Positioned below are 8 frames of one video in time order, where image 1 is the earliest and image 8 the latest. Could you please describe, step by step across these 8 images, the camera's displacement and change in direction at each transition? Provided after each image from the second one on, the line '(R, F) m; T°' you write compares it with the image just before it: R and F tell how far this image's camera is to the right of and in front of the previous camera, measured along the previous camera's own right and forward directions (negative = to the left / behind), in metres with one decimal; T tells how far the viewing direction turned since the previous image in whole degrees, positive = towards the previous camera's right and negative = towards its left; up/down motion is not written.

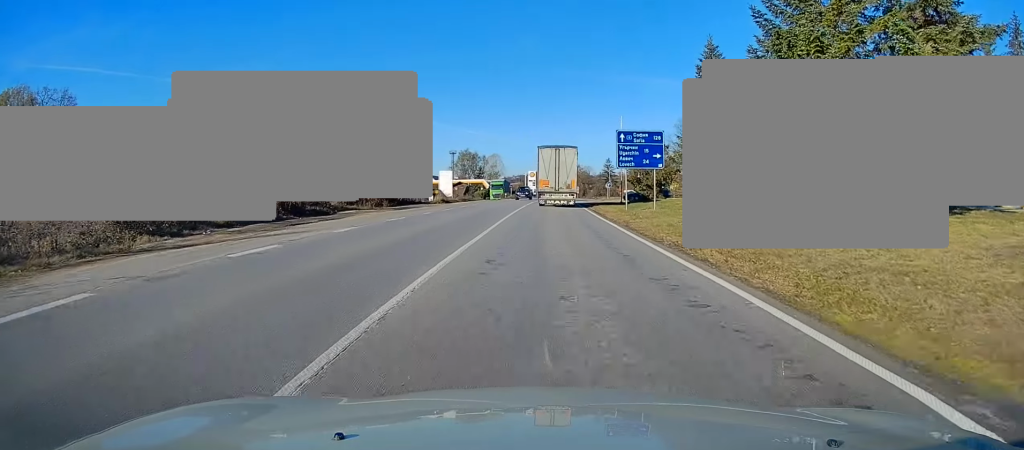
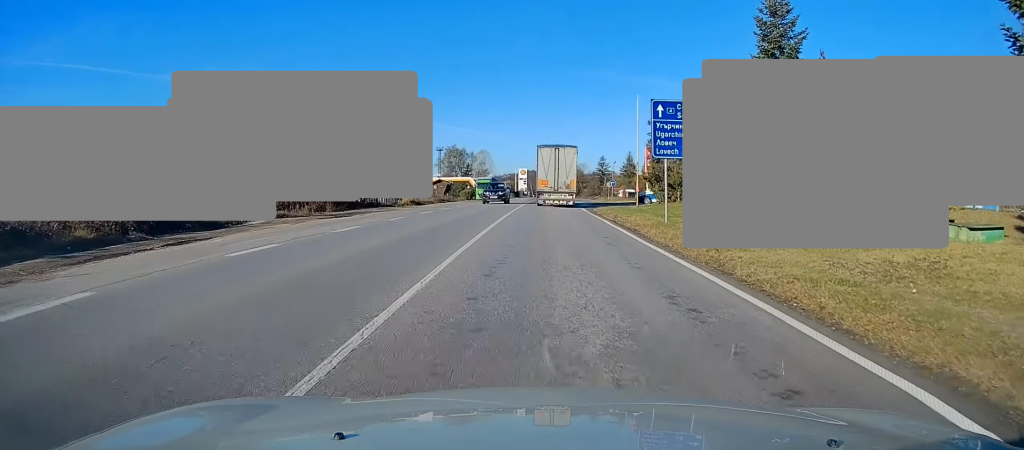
(+0.2, +12.1) m; +2°
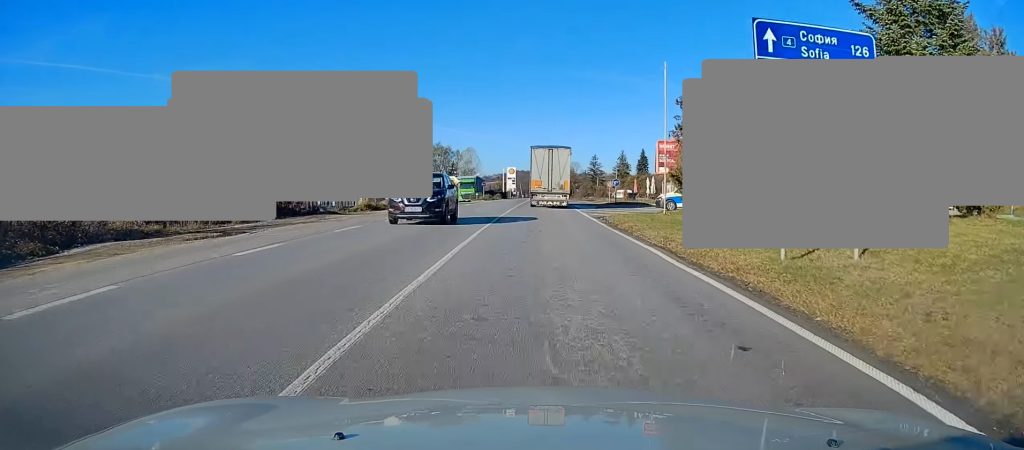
(+0.3, +11.3) m; +2°
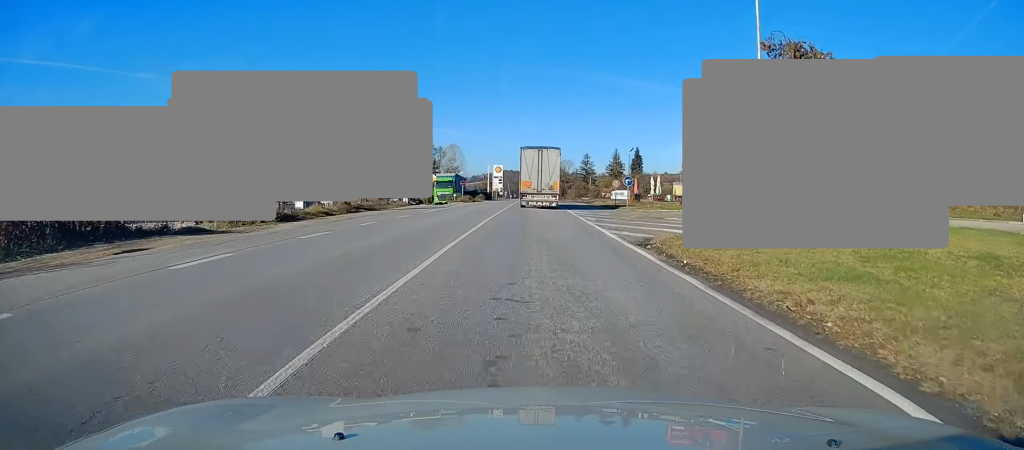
(+0.1, +13.7) m; +1°
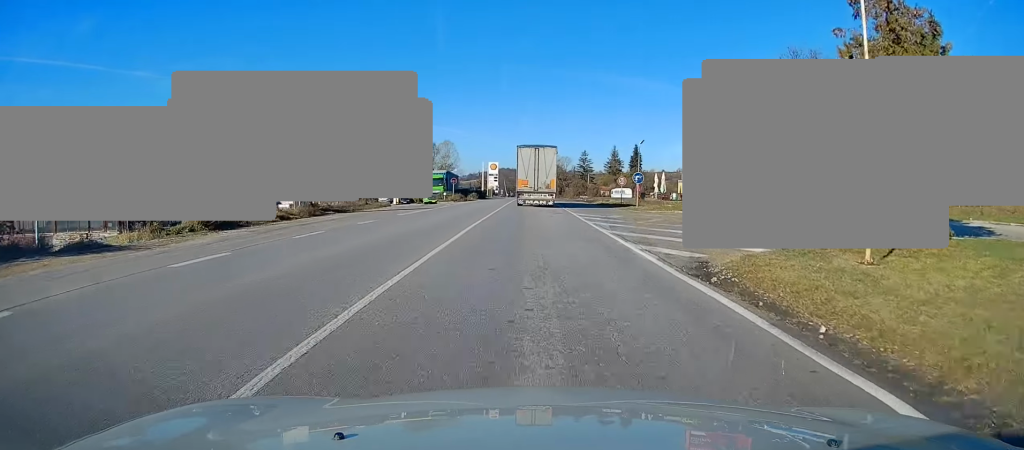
(+0.2, +5.7) m; 0°
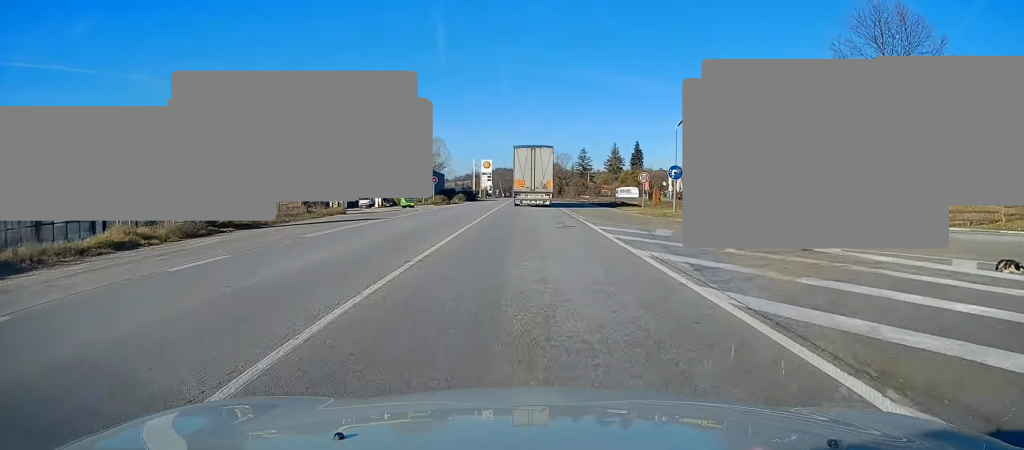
(-0.1, +11.4) m; -1°
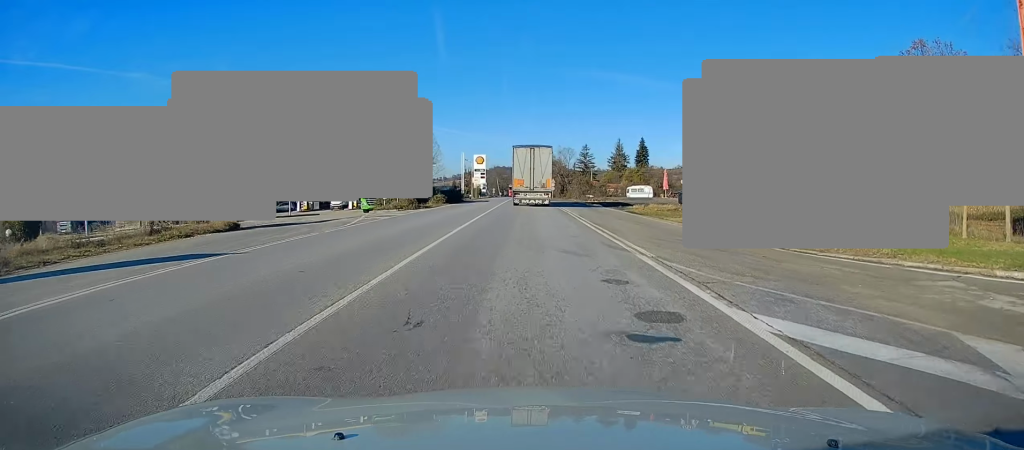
(-0.2, +14.5) m; -1°
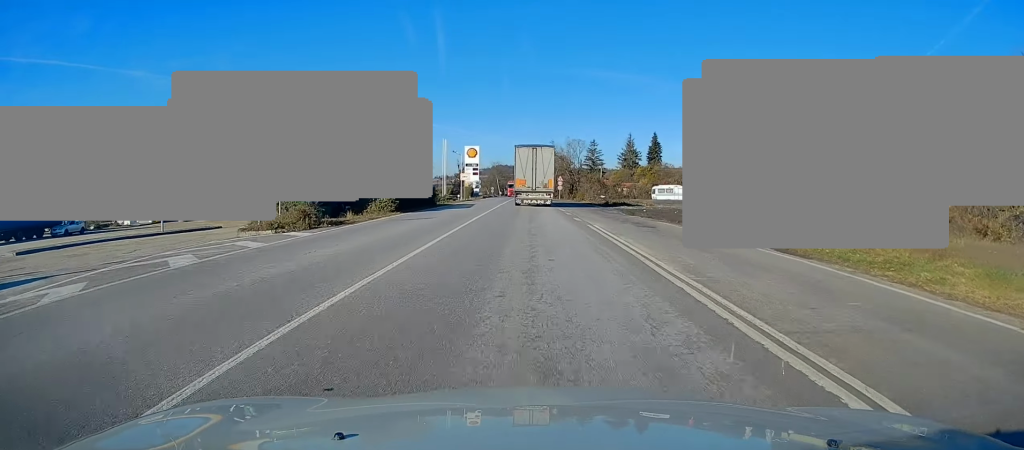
(0.0, +19.7) m; 0°
